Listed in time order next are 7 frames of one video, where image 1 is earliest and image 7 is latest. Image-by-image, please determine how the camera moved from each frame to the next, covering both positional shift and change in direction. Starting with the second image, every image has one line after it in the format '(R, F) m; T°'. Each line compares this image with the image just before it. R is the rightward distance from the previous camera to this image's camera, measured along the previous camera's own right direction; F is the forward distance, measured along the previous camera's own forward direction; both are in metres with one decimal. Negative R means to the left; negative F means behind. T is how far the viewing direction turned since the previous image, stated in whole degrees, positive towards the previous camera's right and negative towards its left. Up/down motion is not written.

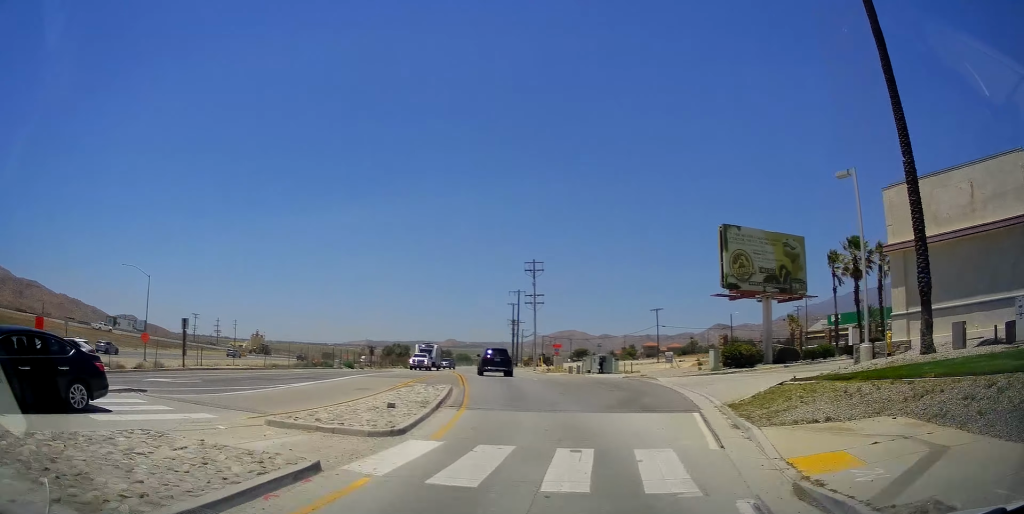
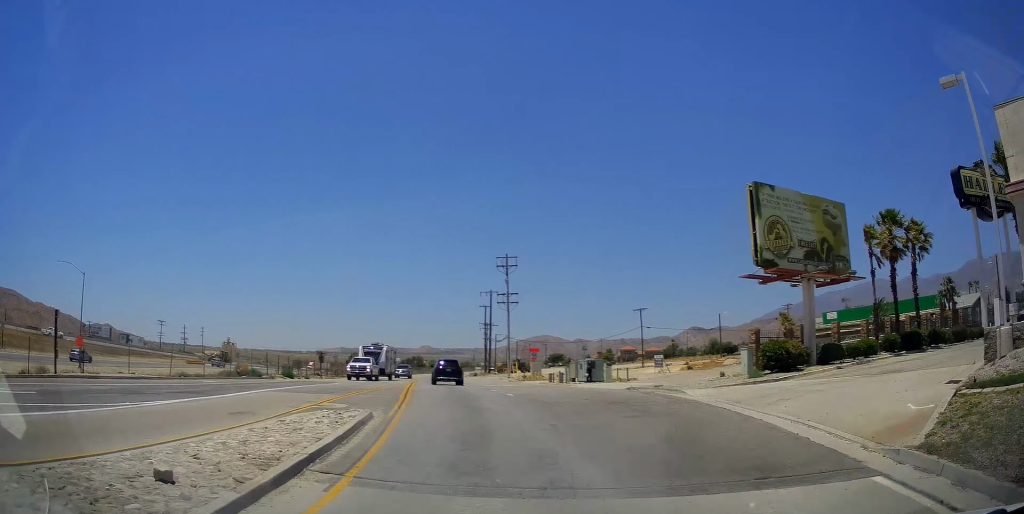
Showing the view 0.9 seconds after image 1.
(+0.2, +8.6) m; +2°
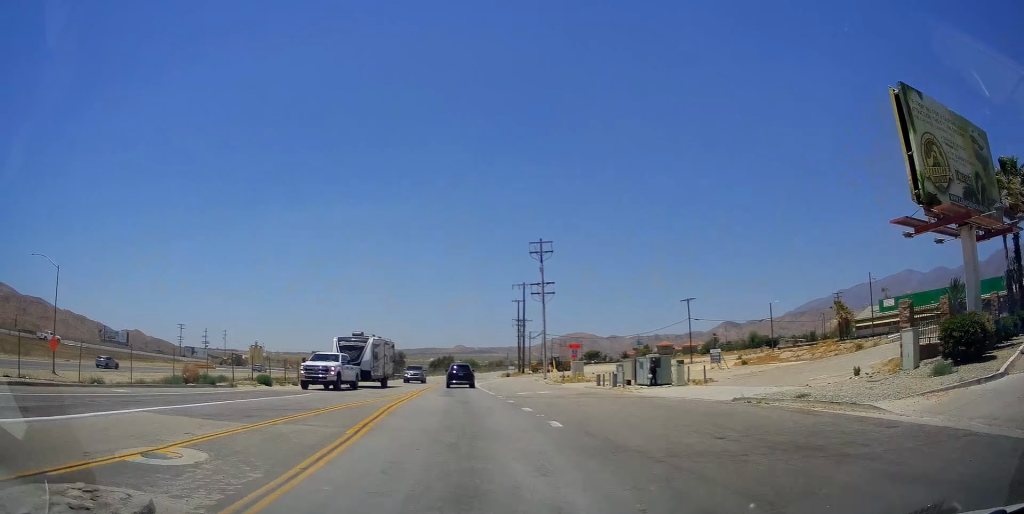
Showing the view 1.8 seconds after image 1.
(+0.2, +9.9) m; +2°
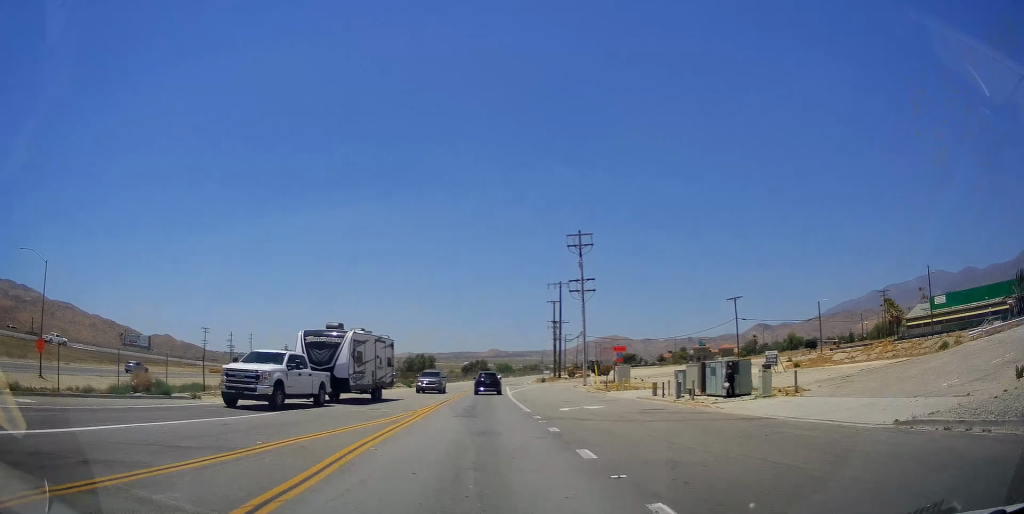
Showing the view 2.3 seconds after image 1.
(+0.1, +6.6) m; 0°
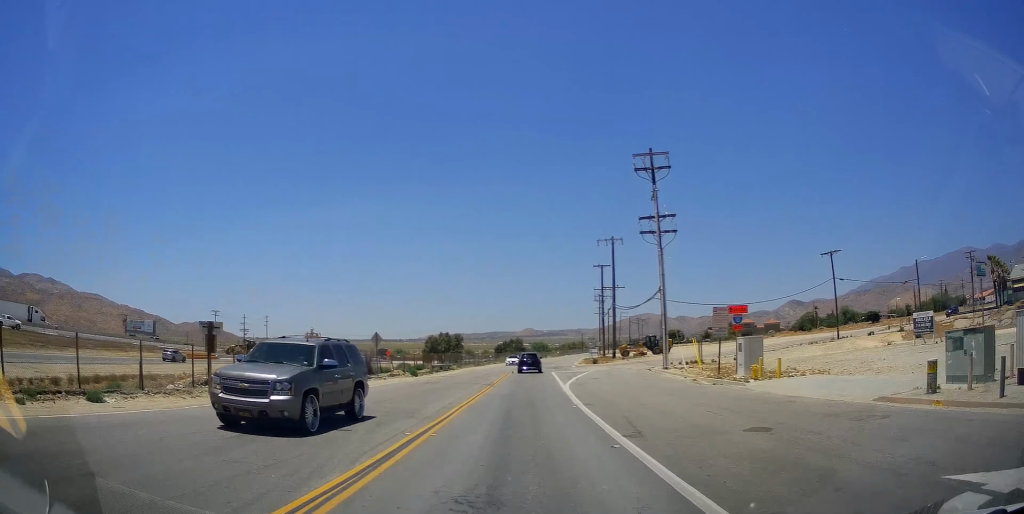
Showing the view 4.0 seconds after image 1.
(+0.1, +20.6) m; -3°
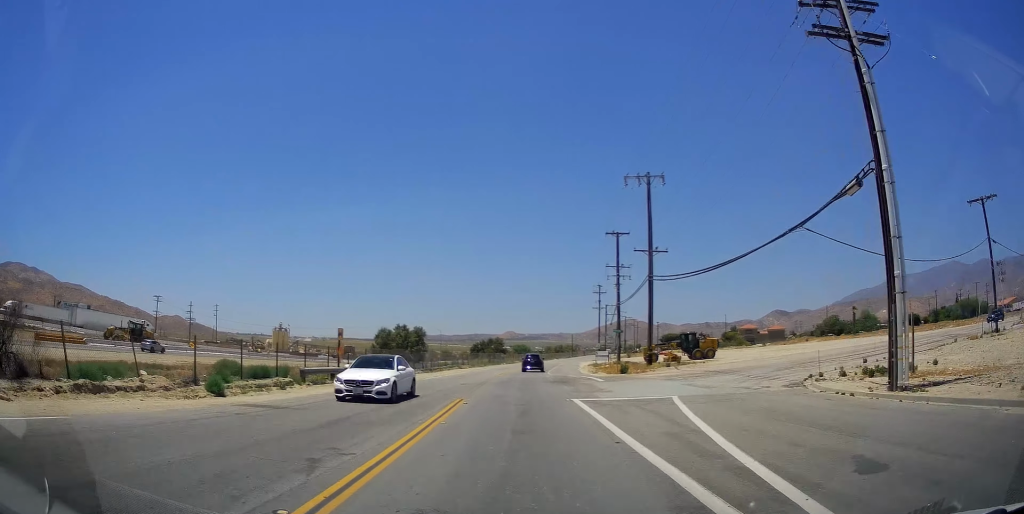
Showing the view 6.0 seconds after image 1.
(-1.4, +29.3) m; -2°
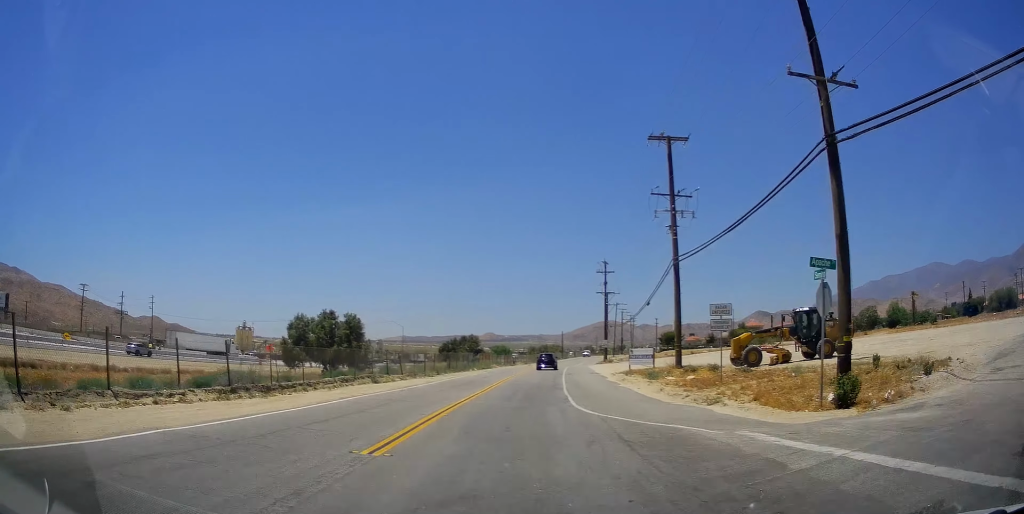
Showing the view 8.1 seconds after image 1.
(+0.5, +34.1) m; +2°
